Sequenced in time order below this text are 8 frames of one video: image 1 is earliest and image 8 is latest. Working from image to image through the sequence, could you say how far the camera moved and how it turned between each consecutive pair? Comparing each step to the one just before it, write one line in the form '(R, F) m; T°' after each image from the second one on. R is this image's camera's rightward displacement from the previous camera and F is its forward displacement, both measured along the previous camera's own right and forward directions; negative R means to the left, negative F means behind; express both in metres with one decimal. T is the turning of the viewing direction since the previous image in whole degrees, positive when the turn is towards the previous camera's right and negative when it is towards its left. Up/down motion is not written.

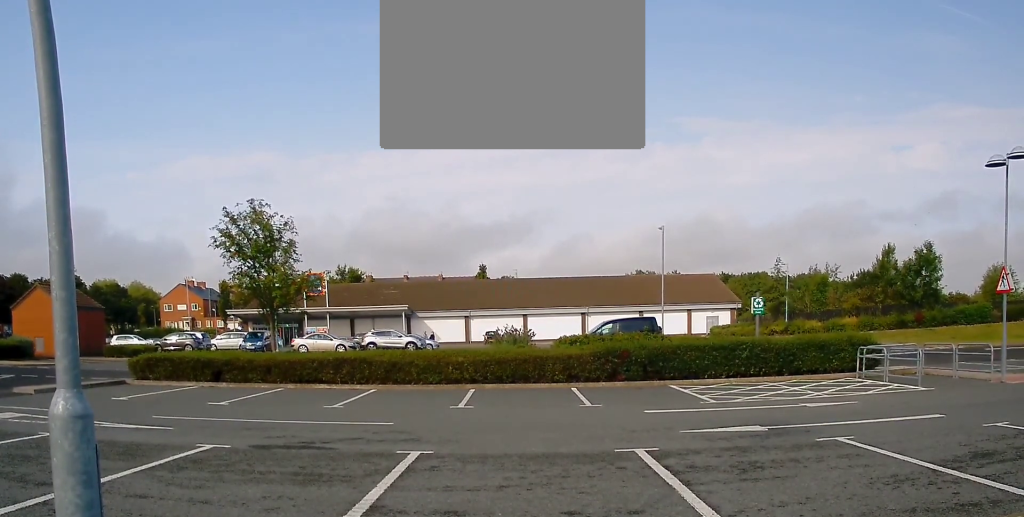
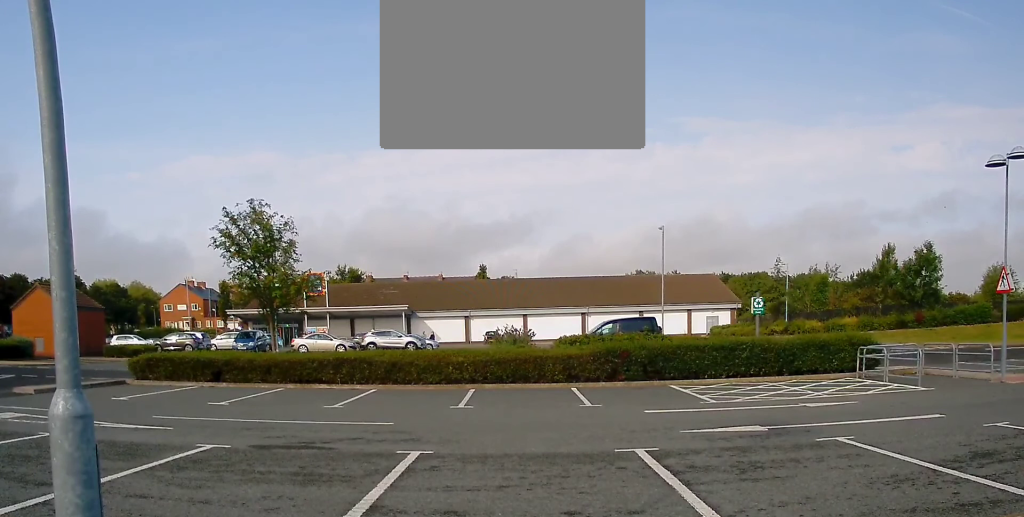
(0.0, 0.0) m; 0°
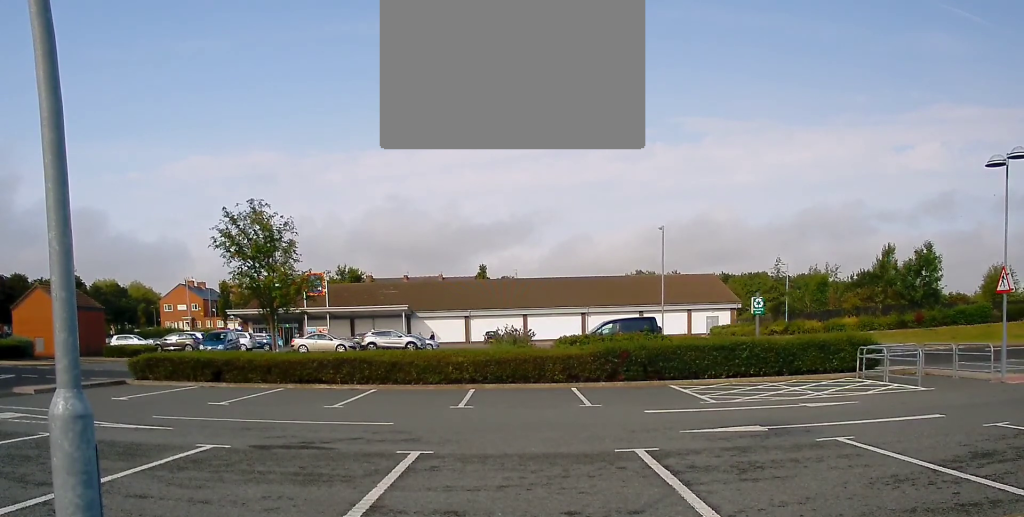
(0.0, 0.0) m; 0°
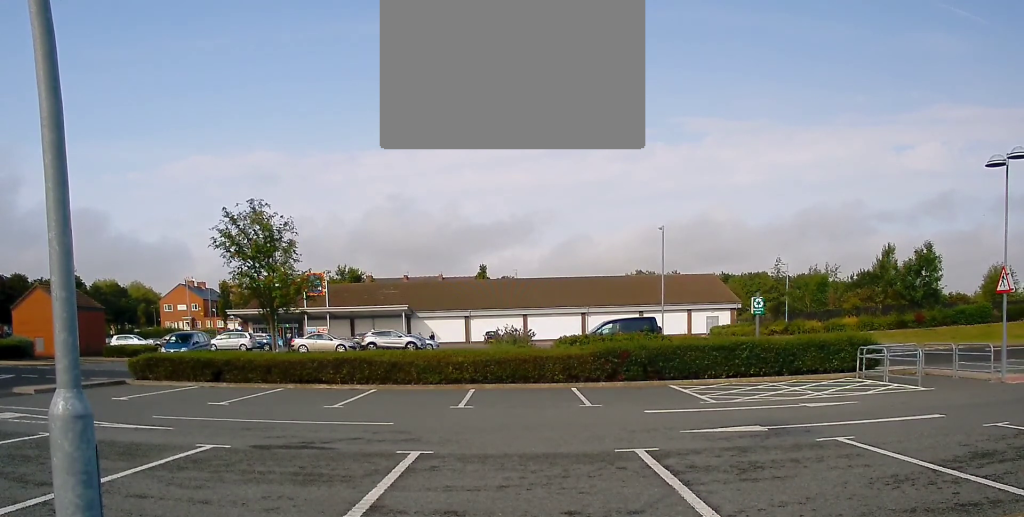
(0.0, 0.0) m; 0°
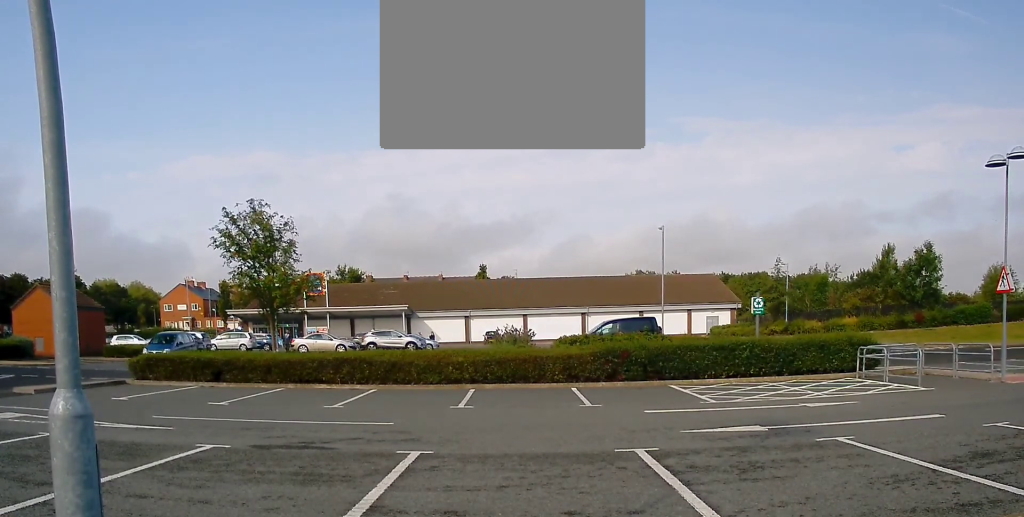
(0.0, 0.0) m; 0°
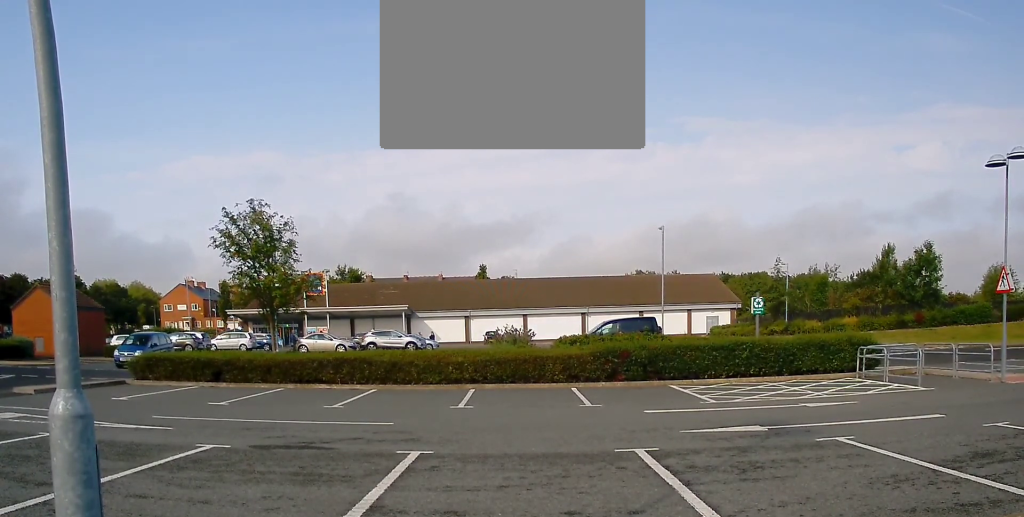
(0.0, 0.0) m; 0°
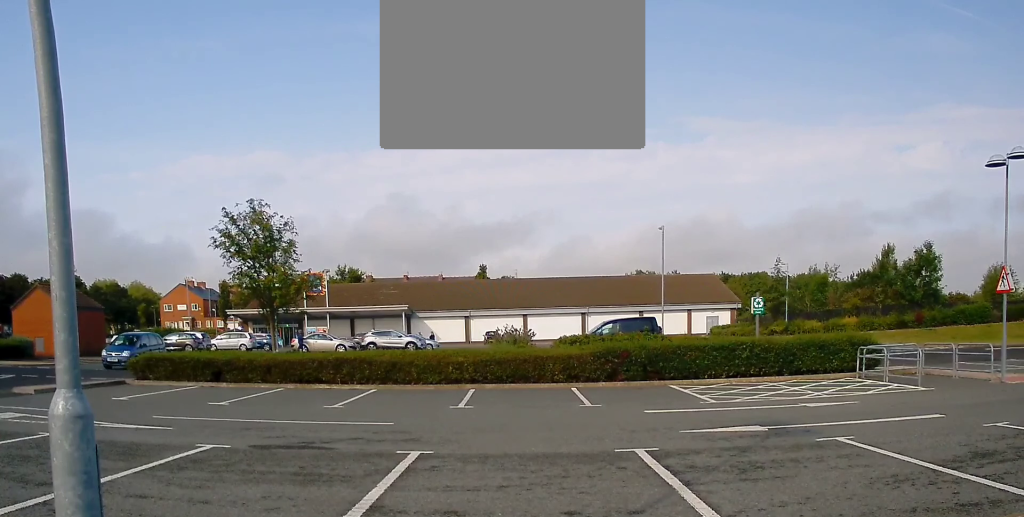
(0.0, 0.0) m; 0°
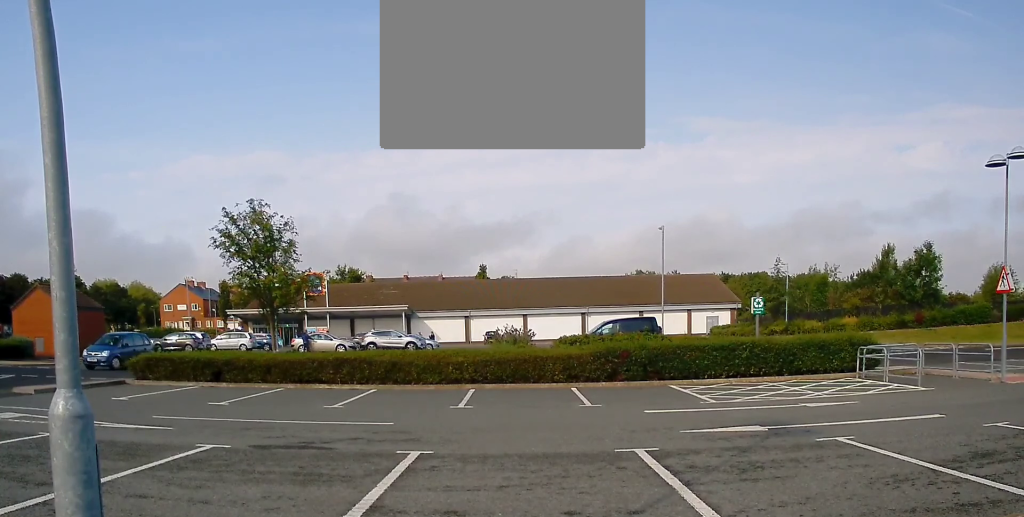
(0.0, 0.0) m; 0°
